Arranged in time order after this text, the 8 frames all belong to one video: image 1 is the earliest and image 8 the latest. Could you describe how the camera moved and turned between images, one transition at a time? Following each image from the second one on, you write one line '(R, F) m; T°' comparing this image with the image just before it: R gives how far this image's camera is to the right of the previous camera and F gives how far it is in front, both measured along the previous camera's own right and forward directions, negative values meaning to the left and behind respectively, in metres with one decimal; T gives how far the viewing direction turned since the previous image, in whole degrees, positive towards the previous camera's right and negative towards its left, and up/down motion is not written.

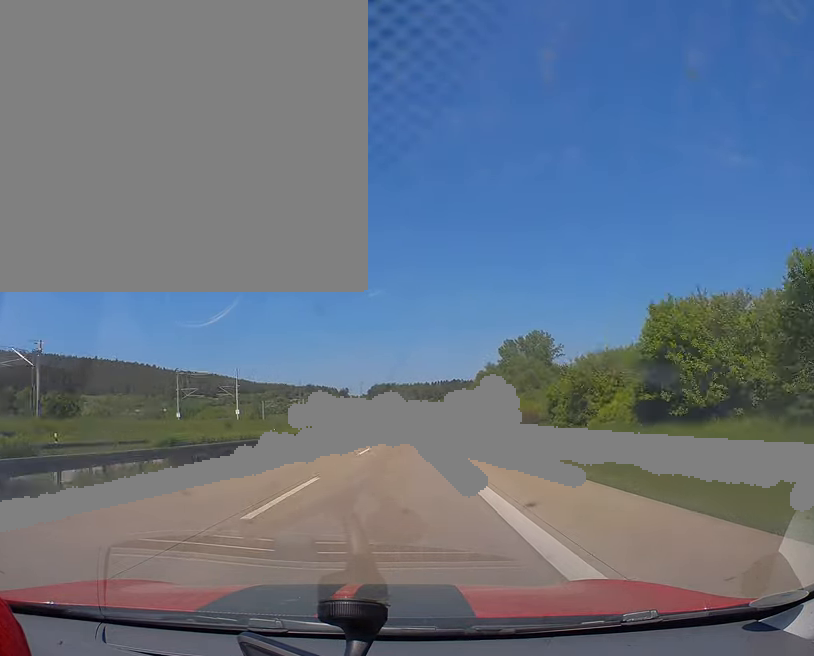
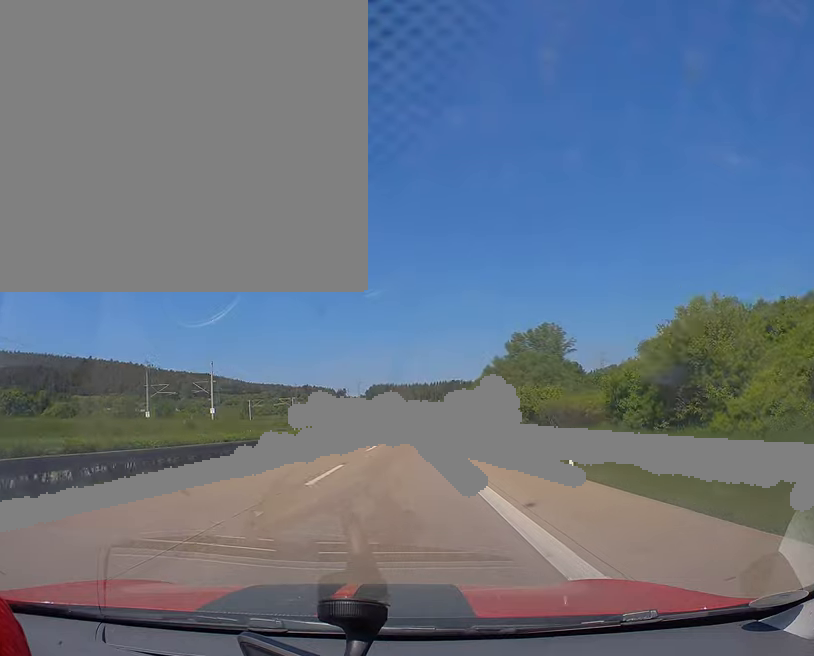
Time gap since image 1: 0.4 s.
(+0.1, +13.1) m; 0°
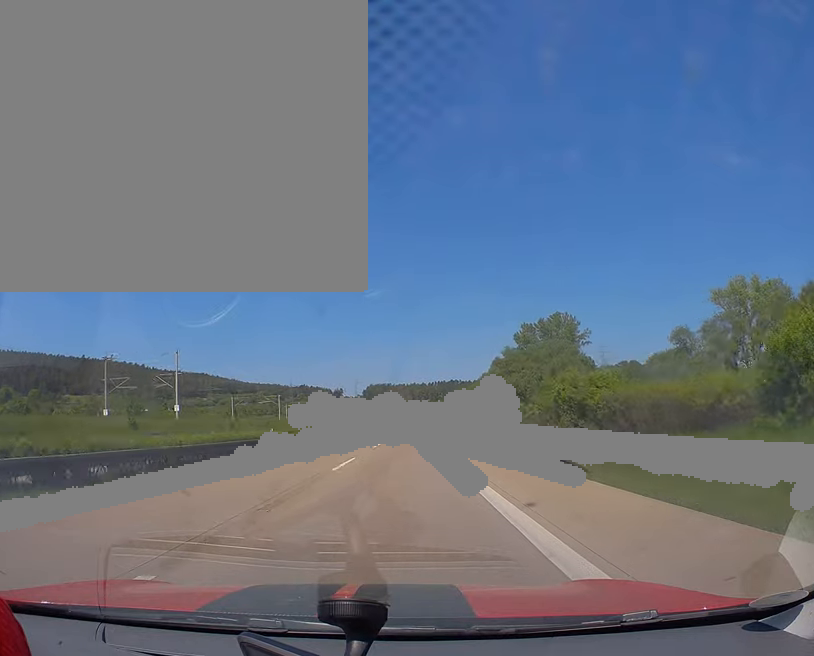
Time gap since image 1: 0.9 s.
(-0.1, +14.1) m; 0°
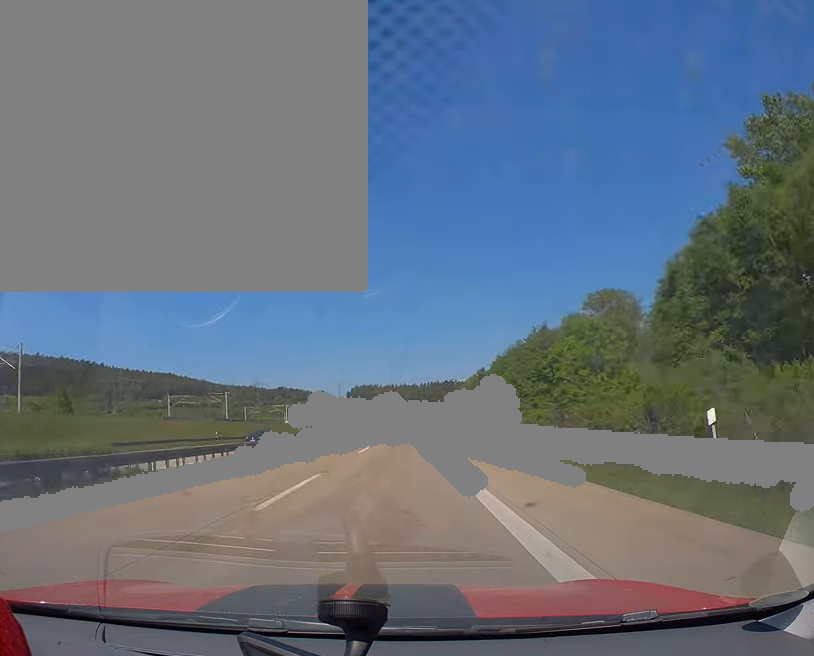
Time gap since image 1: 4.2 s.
(+1.1, +97.0) m; +2°
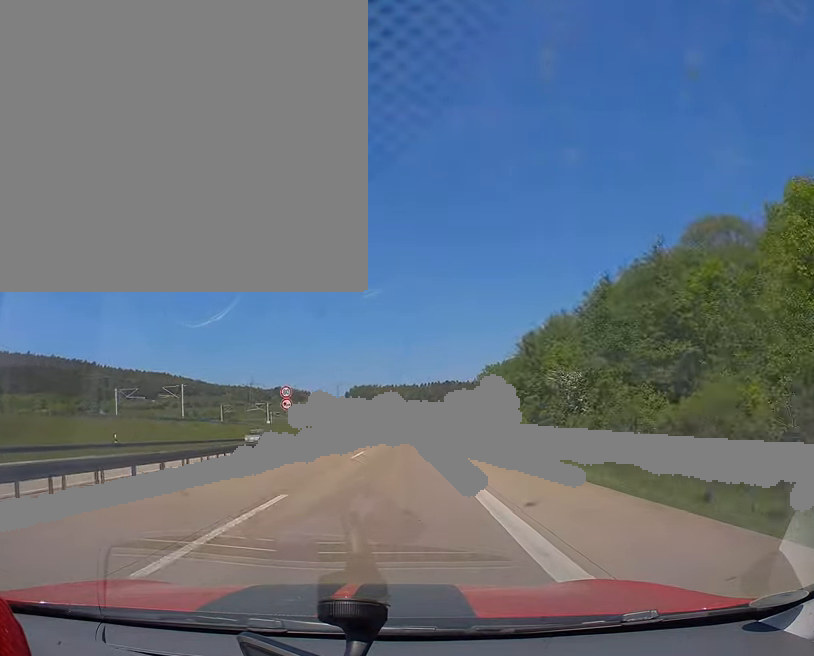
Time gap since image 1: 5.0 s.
(+0.2, +21.9) m; 0°
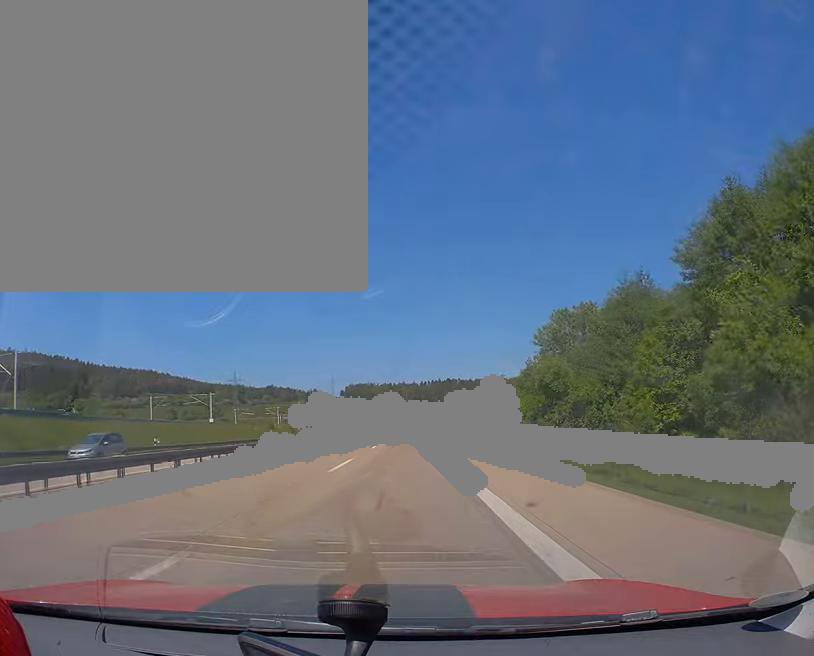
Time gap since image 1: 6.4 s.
(-0.3, +41.5) m; -1°
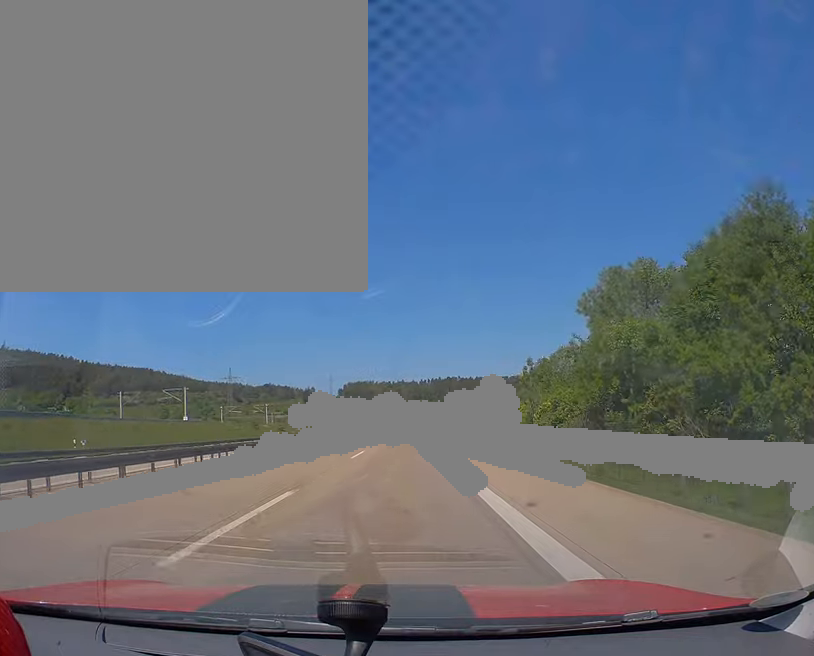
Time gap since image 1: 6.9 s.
(0.0, +12.1) m; 0°
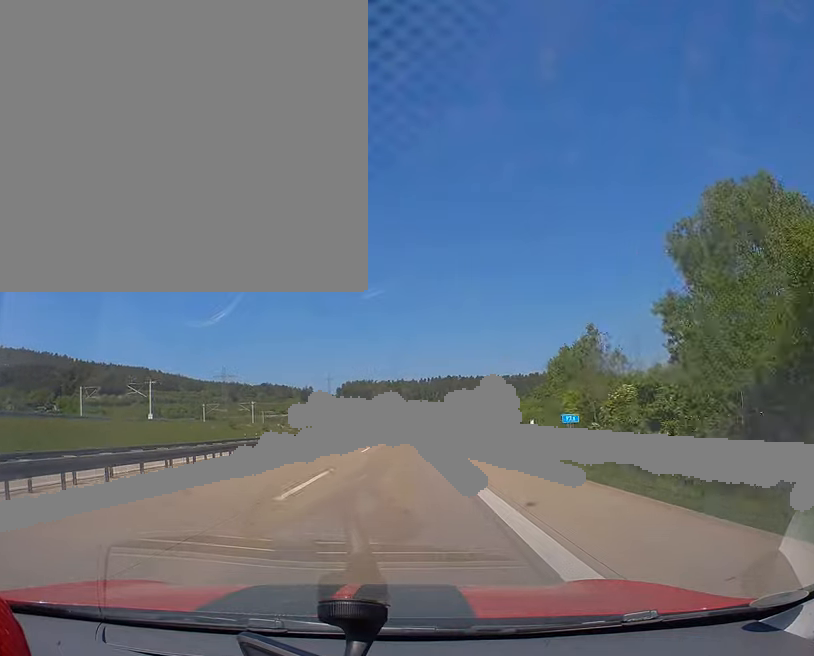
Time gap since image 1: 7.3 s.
(0.0, +13.0) m; 0°
